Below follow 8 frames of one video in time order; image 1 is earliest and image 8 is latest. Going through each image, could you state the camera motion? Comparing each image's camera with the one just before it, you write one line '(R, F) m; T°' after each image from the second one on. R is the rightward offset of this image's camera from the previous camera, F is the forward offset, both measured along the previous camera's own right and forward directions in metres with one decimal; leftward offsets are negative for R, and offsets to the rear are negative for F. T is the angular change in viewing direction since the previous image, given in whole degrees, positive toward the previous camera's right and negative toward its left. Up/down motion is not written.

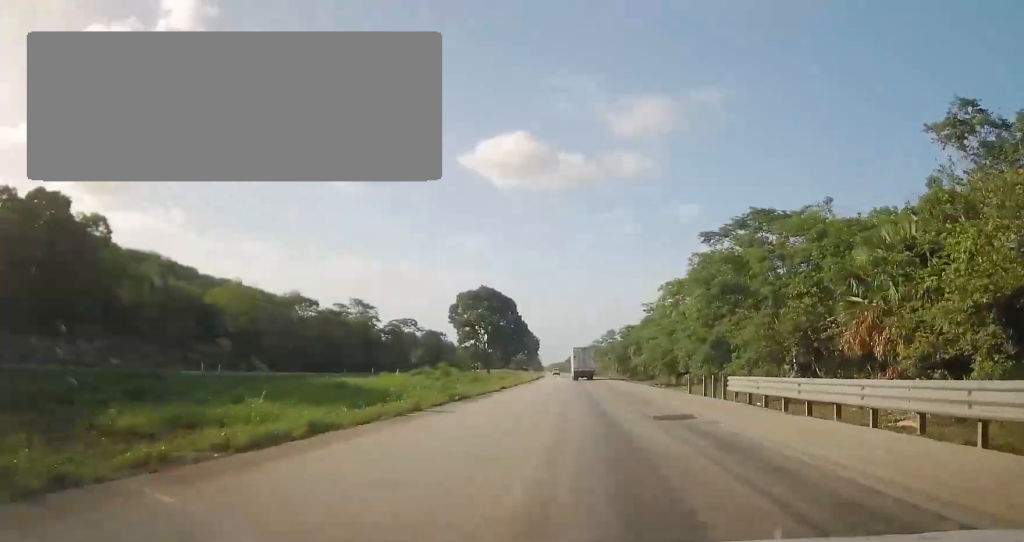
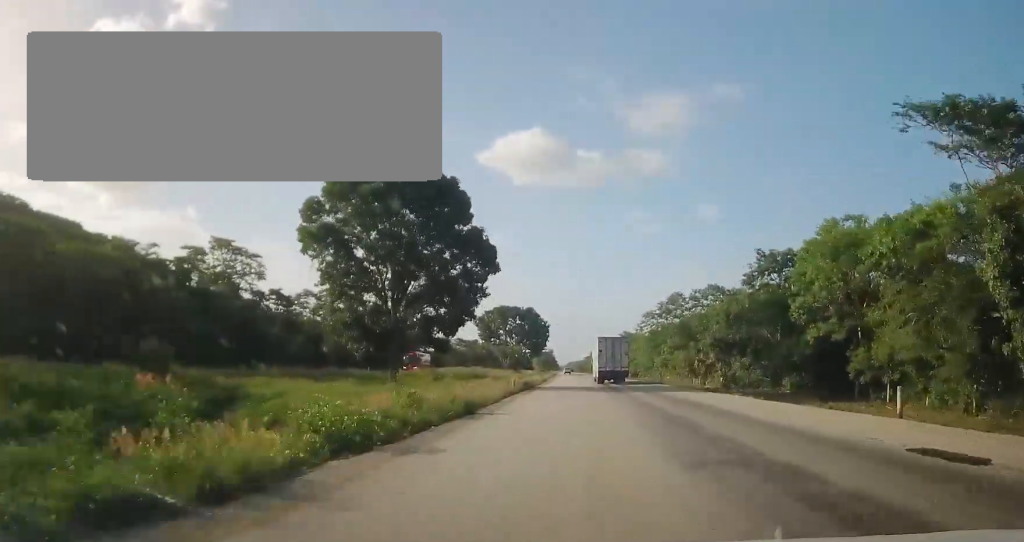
(-2.0, +74.4) m; -3°
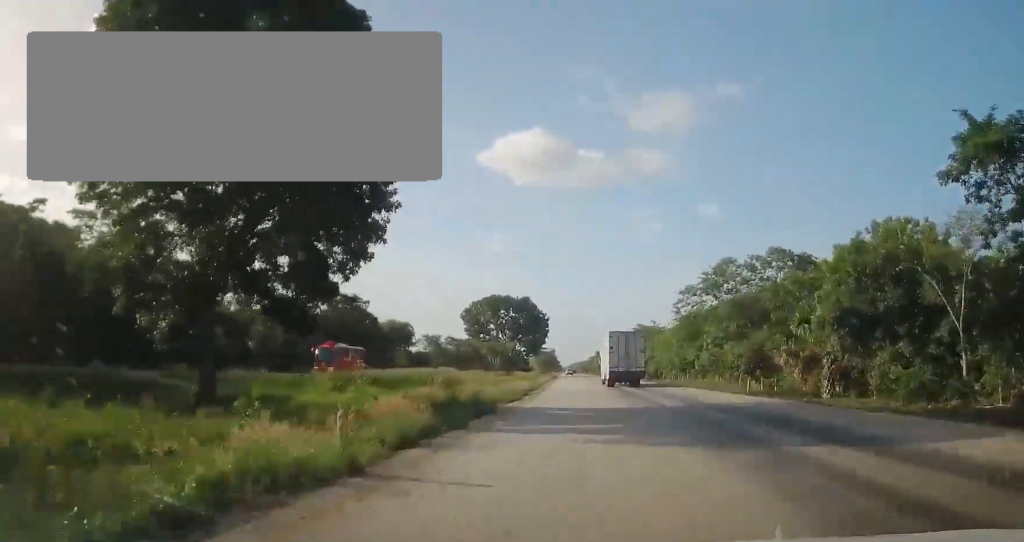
(-0.3, +25.8) m; 0°
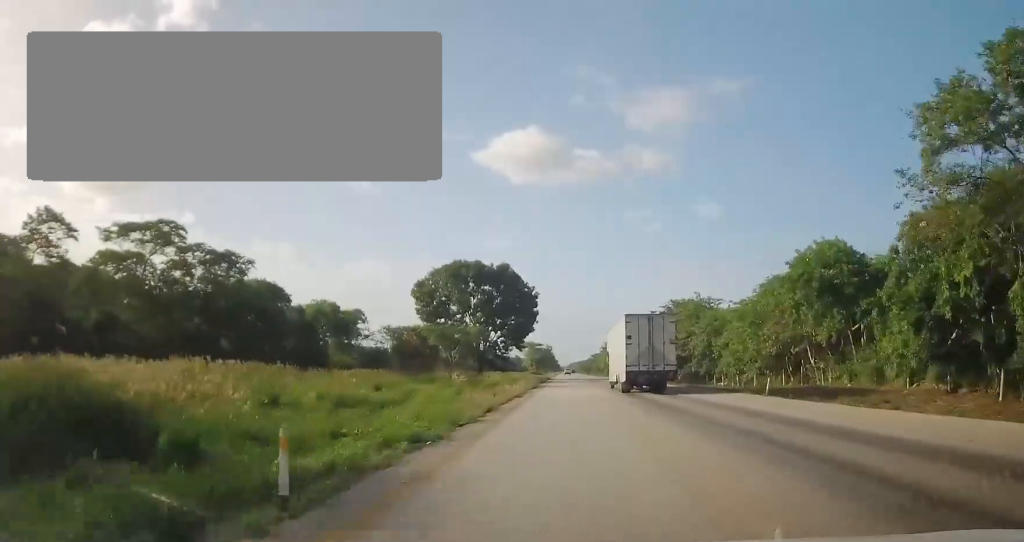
(+0.4, +42.6) m; 0°
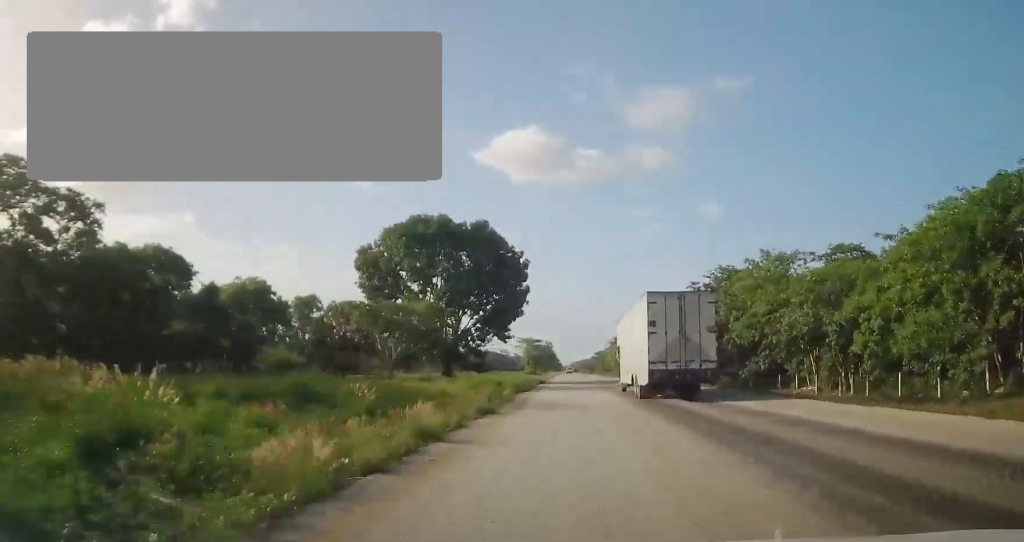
(-0.4, +27.0) m; 0°
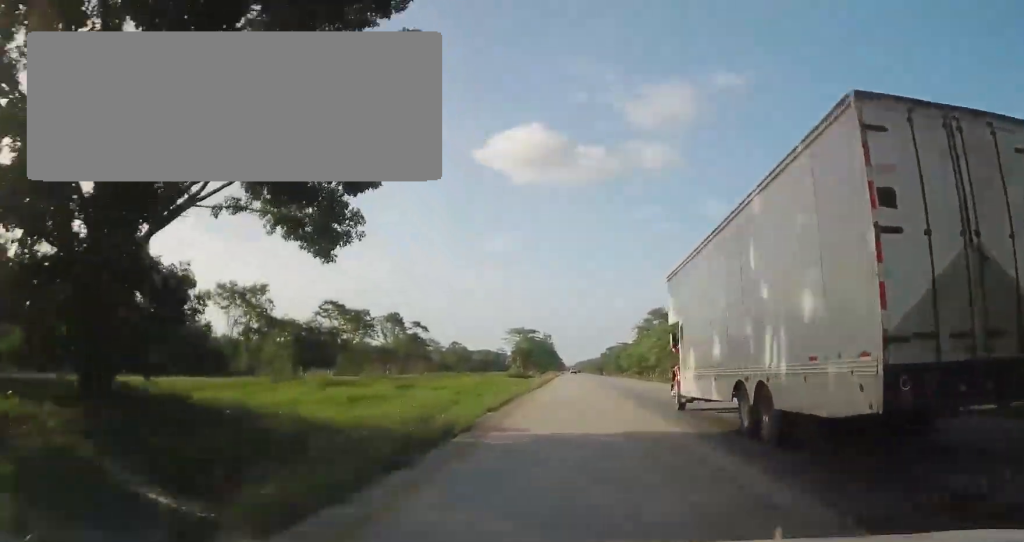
(+0.2, +52.7) m; 0°
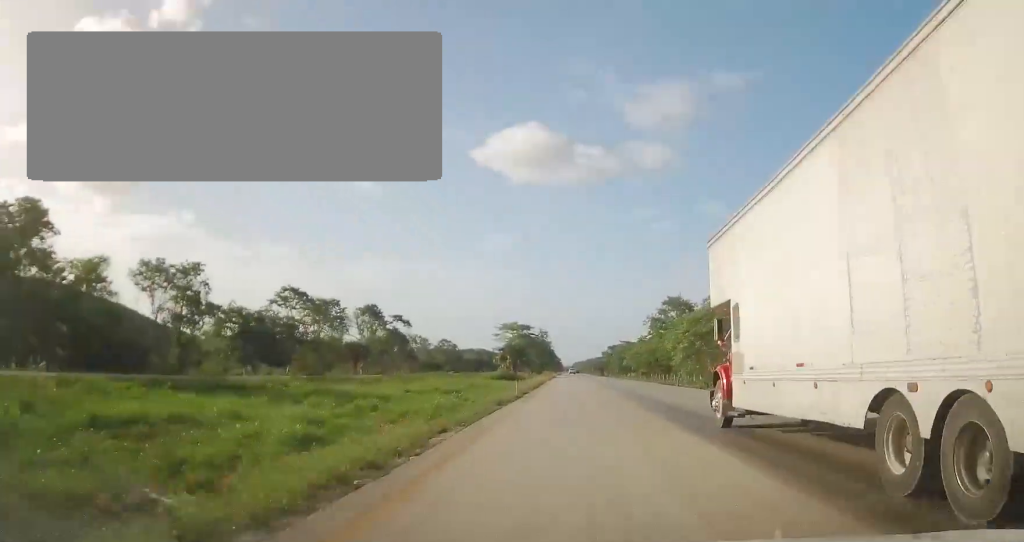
(-0.2, +16.7) m; 0°
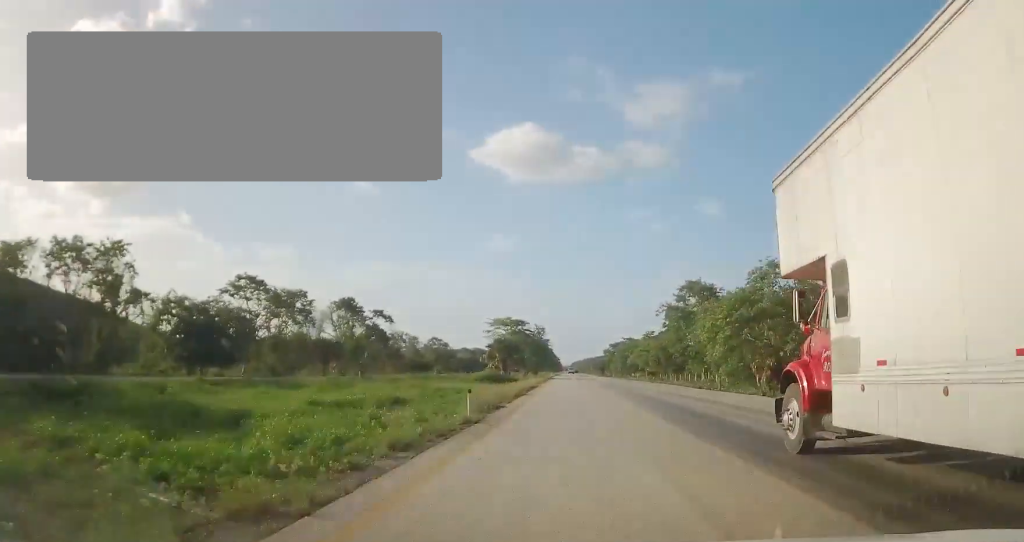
(+0.2, +14.1) m; 0°
